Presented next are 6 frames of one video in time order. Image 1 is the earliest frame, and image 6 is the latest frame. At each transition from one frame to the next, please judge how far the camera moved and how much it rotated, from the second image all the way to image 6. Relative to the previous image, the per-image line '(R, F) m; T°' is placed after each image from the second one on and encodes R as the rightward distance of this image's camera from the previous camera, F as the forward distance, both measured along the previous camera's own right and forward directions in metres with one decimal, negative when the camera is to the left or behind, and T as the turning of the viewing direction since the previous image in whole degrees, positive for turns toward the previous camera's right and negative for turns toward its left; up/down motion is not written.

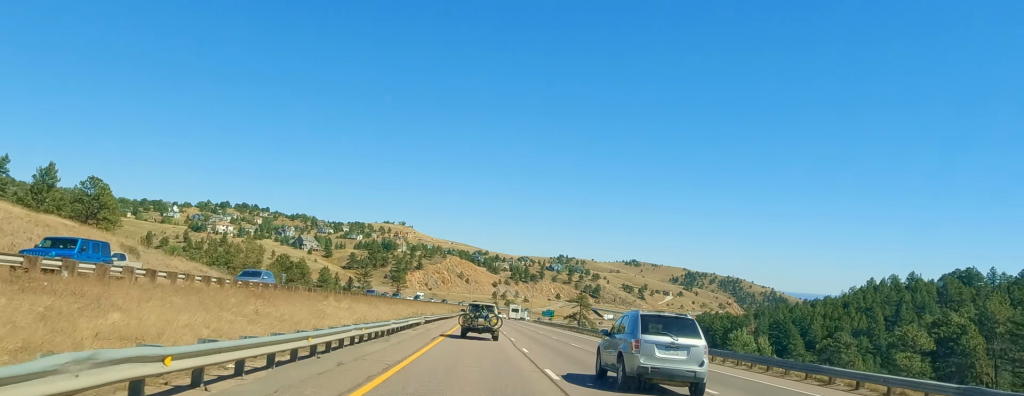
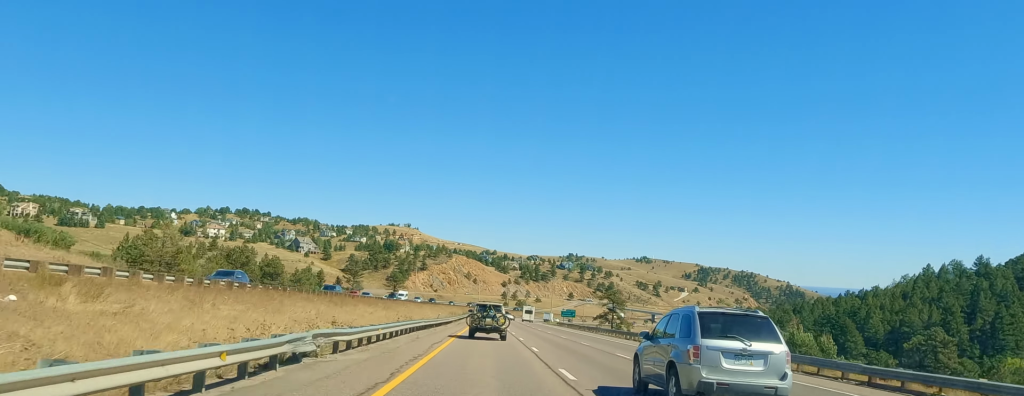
(+0.2, +36.4) m; 0°
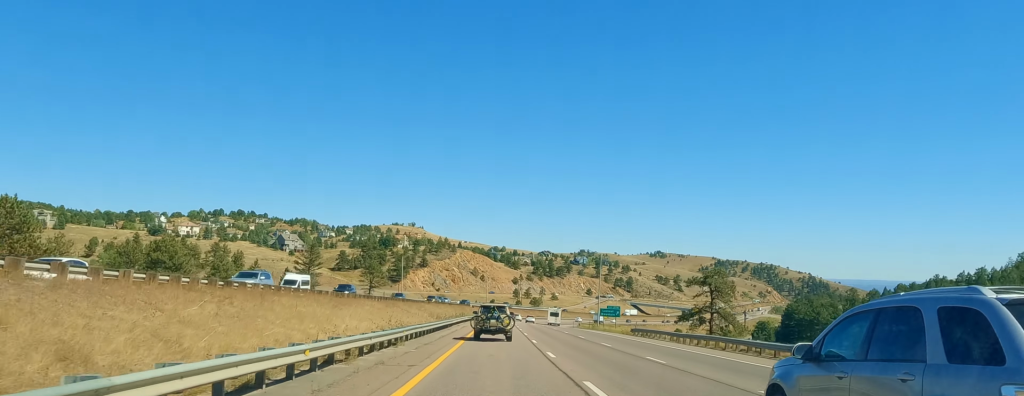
(-1.1, +64.5) m; 0°
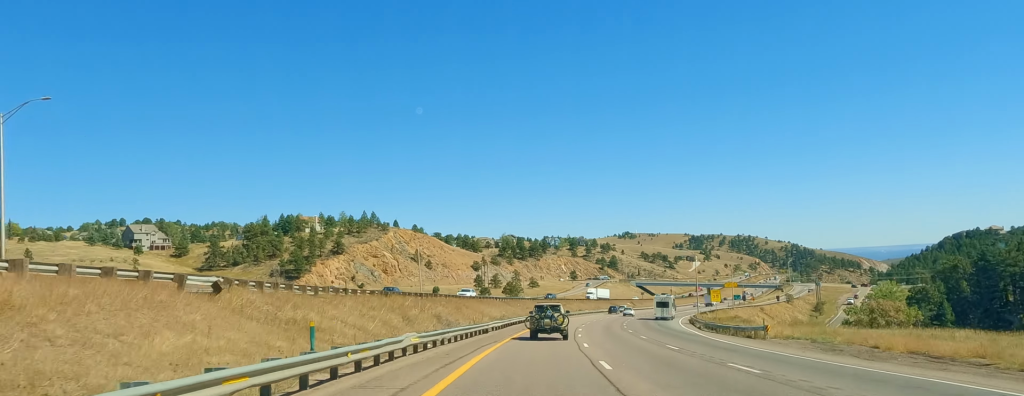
(+9.1, +151.1) m; +9°
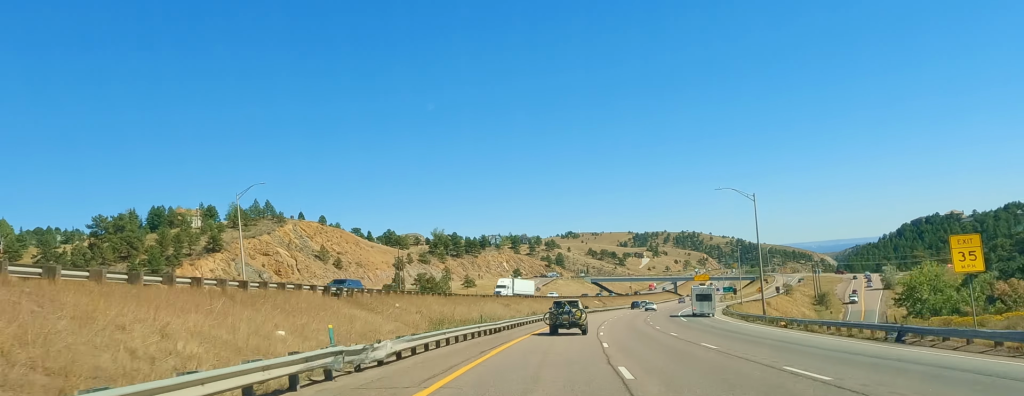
(+2.8, +66.0) m; +6°
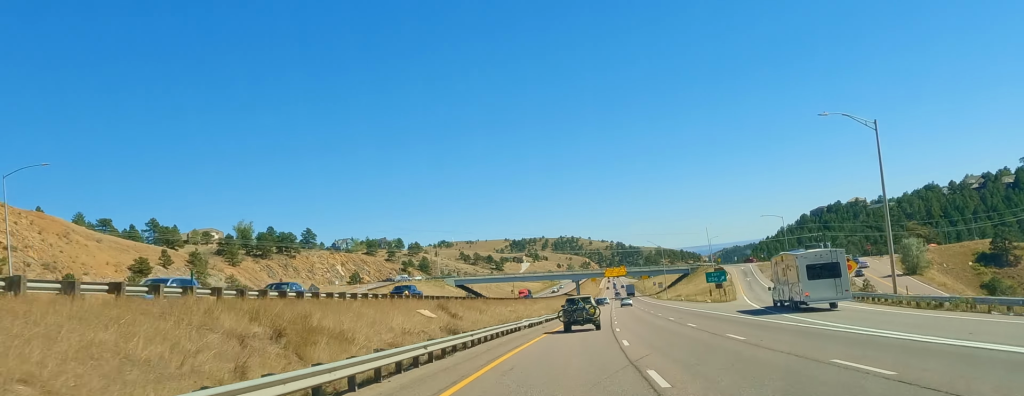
(+11.5, +113.7) m; +9°
